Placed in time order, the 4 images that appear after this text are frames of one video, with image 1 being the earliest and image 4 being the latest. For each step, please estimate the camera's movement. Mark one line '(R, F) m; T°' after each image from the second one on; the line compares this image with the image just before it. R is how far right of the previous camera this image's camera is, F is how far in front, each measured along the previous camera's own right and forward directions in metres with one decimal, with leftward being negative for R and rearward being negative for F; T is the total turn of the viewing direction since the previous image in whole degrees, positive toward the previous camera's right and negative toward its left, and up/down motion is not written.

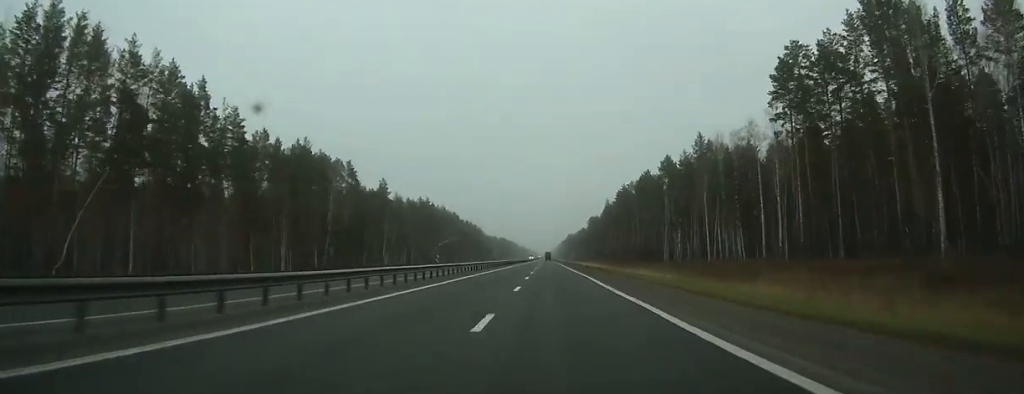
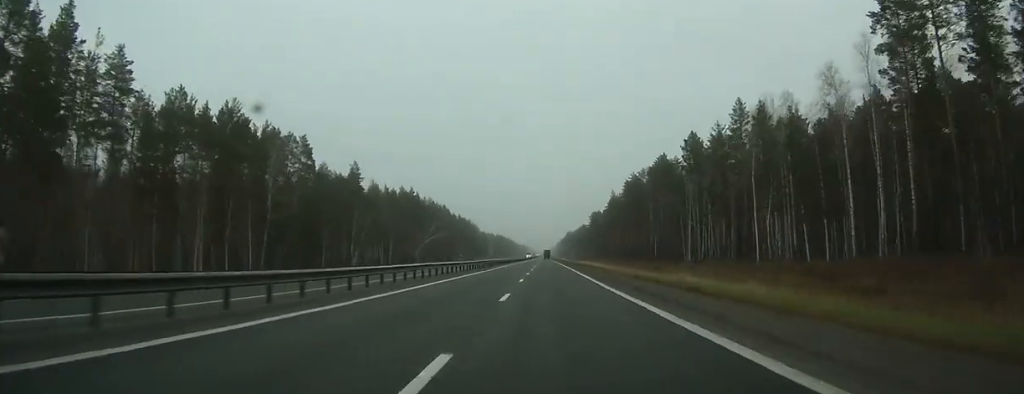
(0.0, +29.5) m; 0°
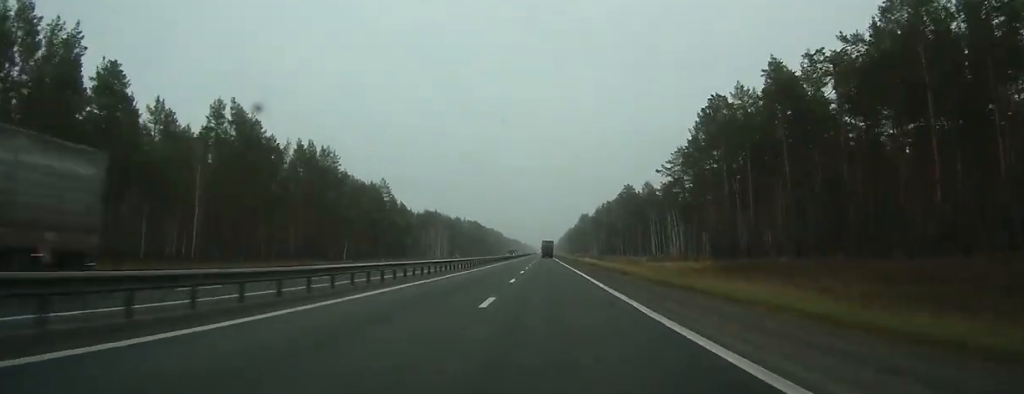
(-2.2, +278.7) m; -1°
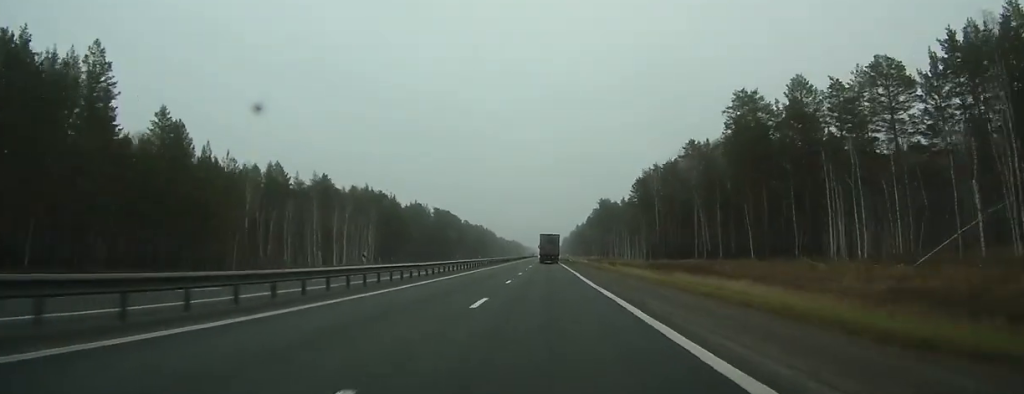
(-0.2, +143.4) m; 0°
